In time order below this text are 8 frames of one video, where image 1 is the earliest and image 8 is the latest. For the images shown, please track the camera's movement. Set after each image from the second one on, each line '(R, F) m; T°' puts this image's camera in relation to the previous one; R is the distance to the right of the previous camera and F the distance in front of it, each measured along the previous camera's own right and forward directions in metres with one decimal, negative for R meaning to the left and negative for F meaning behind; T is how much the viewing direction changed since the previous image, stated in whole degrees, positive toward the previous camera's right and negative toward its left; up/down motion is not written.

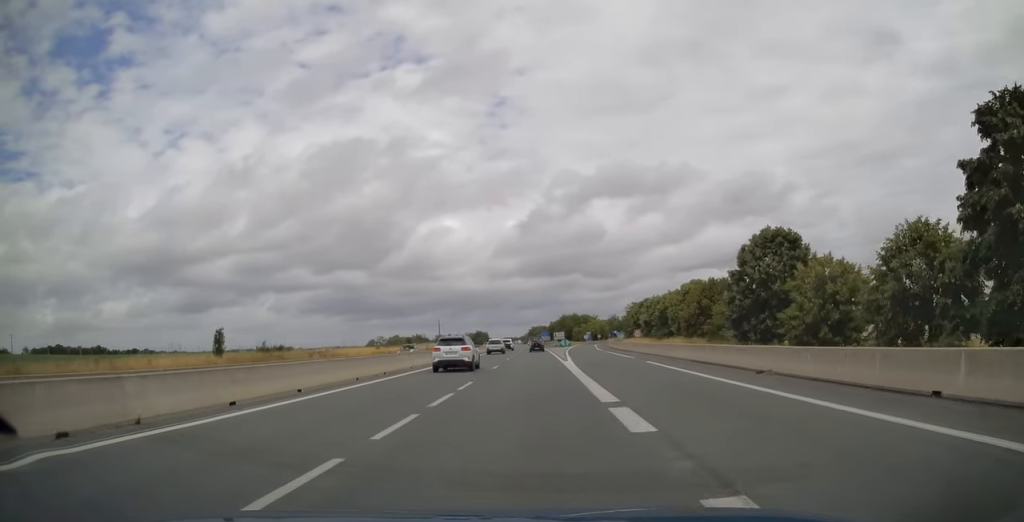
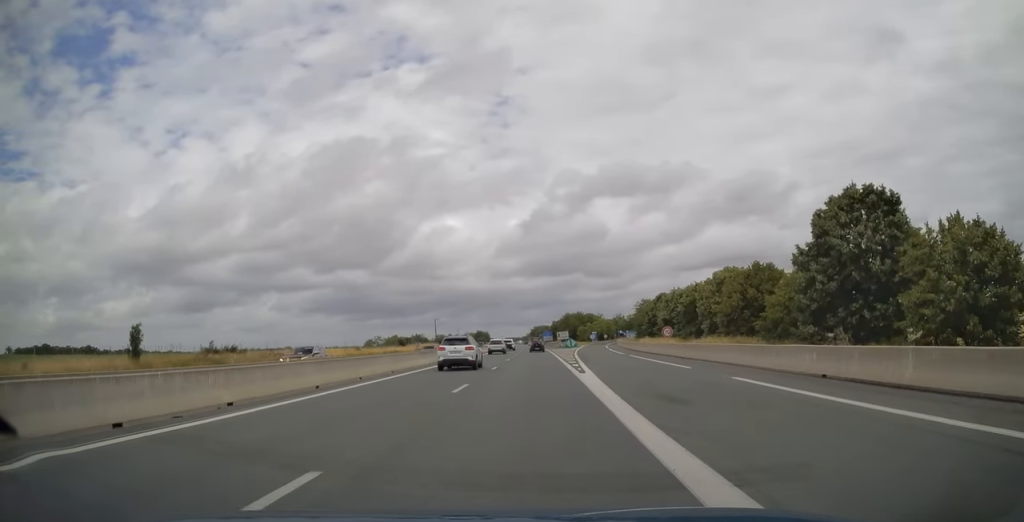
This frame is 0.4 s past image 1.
(0.0, +14.0) m; 0°
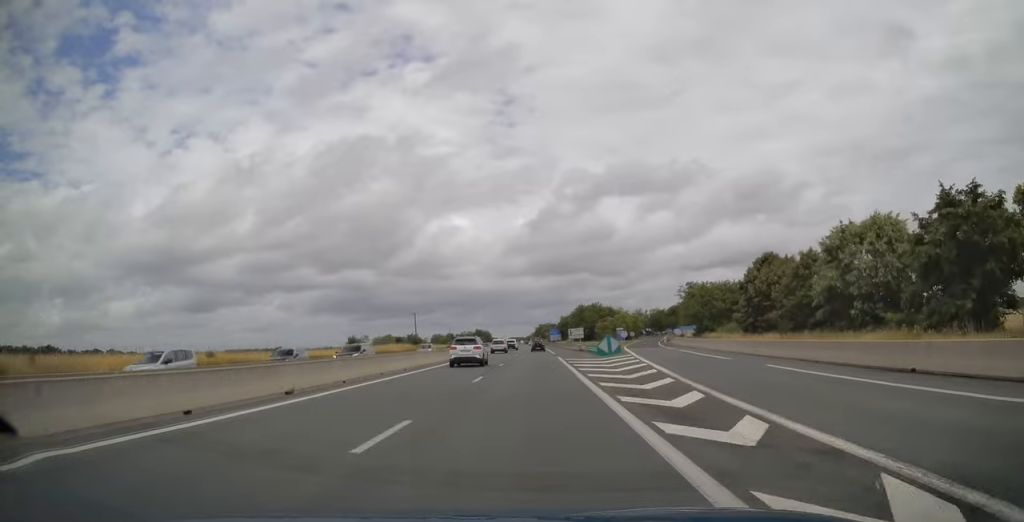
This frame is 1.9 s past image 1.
(-0.3, +47.8) m; -1°
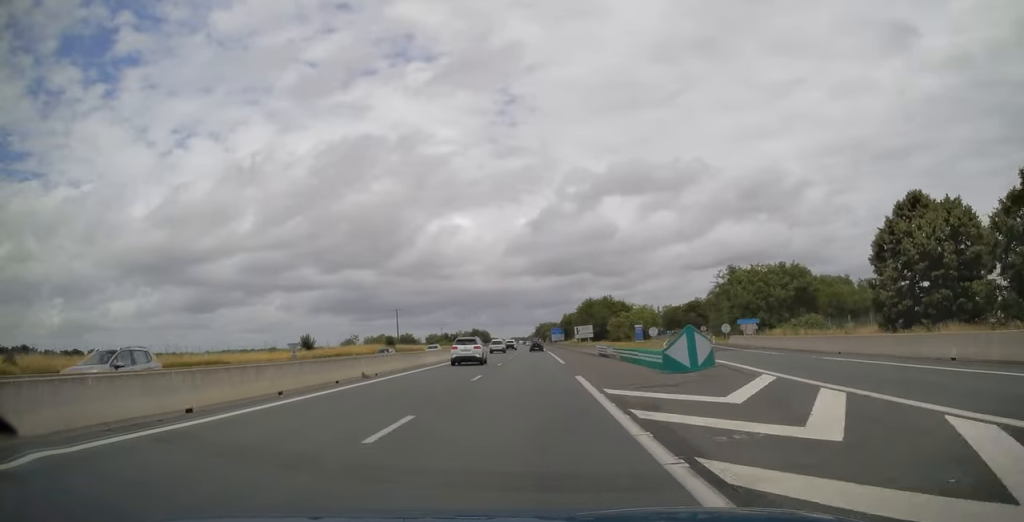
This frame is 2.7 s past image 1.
(+0.1, +25.3) m; 0°
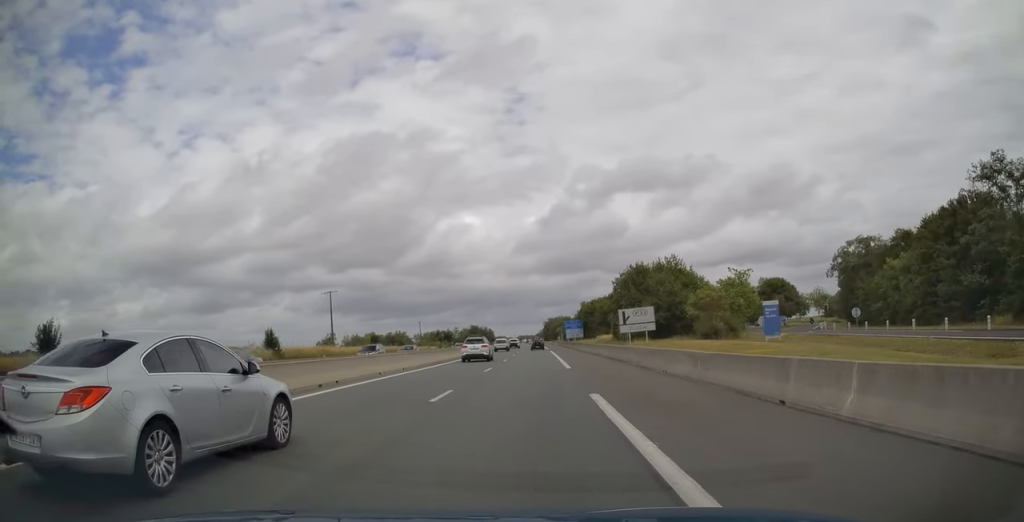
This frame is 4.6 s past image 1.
(-0.7, +59.8) m; -1°
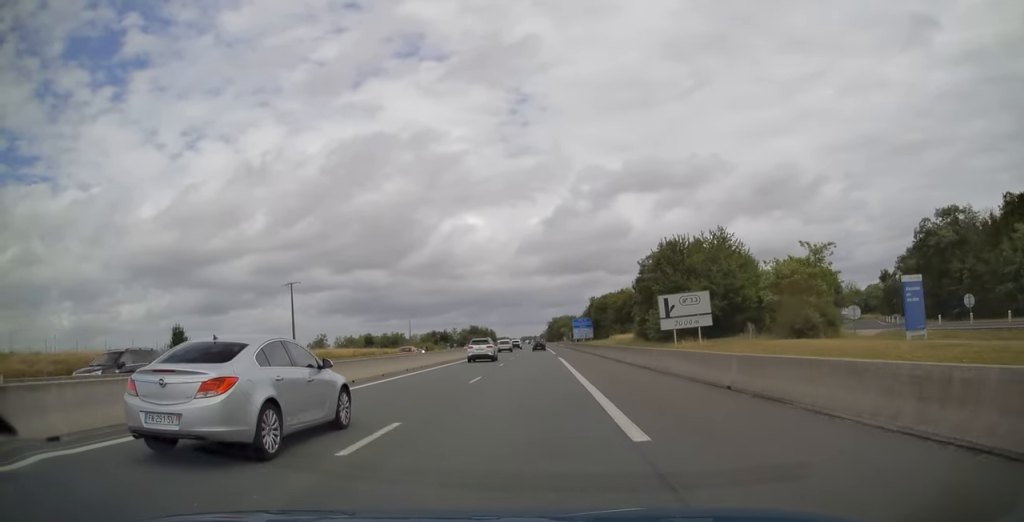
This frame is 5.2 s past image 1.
(+0.1, +19.4) m; 0°
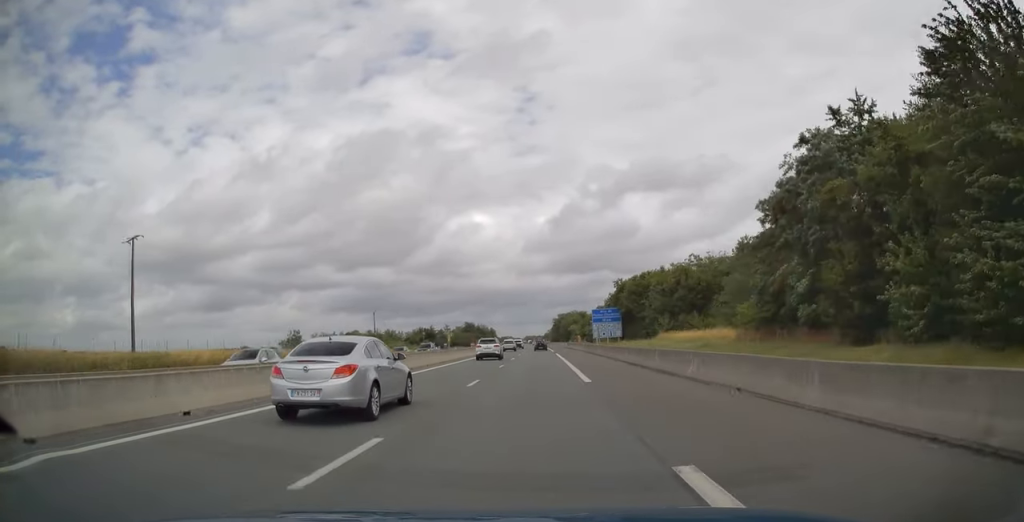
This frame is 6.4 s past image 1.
(-0.2, +40.9) m; -1°
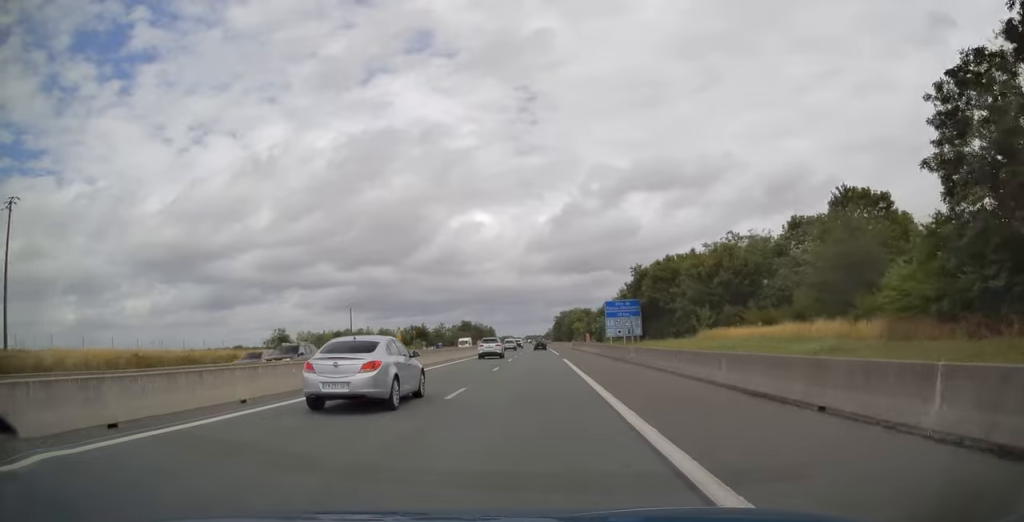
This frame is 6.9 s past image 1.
(0.0, +17.2) m; 0°
